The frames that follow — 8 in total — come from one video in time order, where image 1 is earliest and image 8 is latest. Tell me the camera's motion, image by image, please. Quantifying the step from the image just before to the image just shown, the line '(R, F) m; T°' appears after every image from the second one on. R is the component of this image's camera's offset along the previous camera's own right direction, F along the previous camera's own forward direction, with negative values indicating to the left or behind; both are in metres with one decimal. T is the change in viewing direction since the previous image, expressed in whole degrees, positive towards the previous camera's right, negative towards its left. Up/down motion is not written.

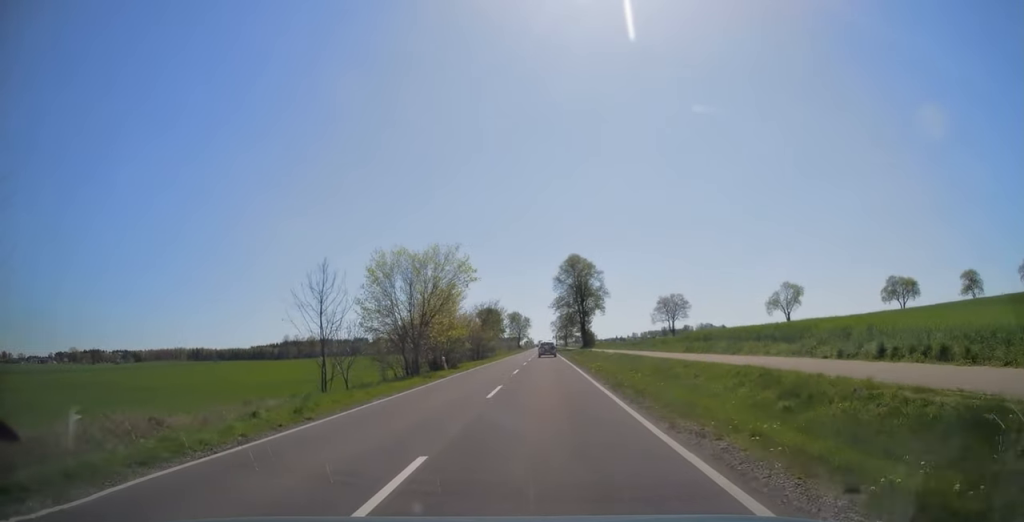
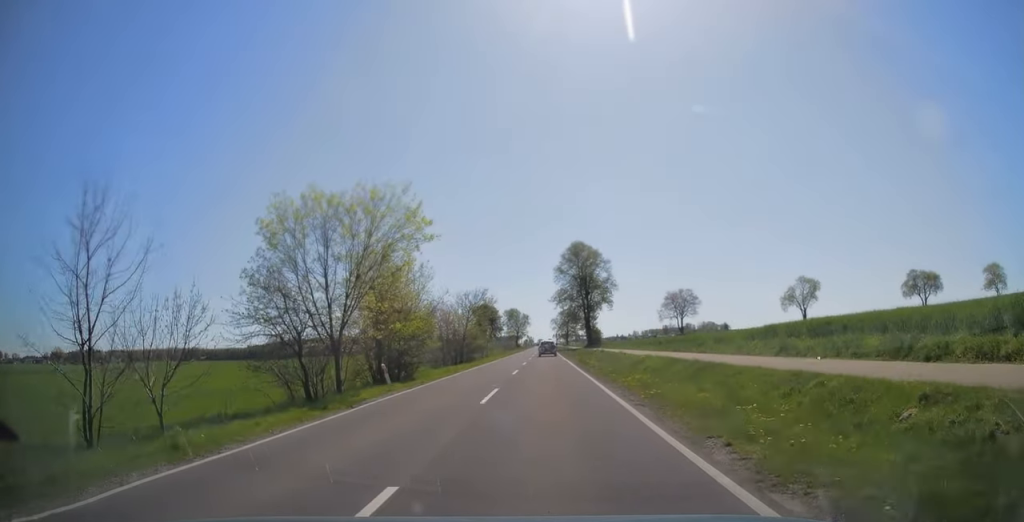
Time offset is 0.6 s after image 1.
(0.0, +13.6) m; 0°
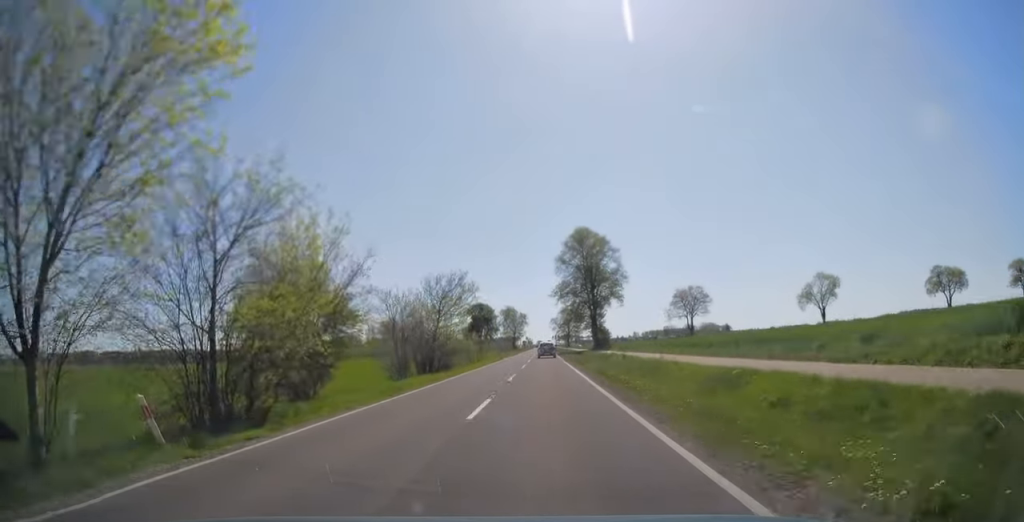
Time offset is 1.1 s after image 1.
(0.0, +14.4) m; 0°
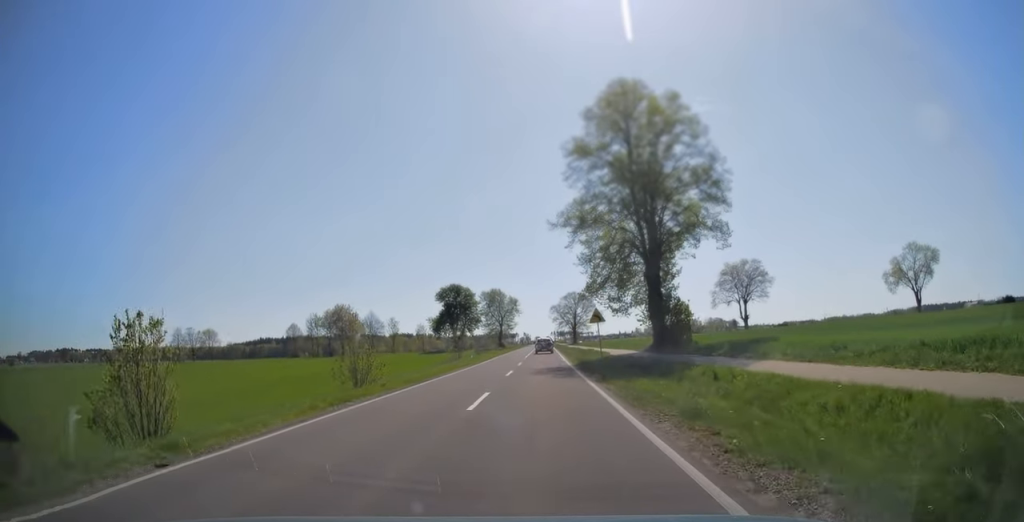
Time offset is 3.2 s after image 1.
(+0.5, +50.9) m; 0°
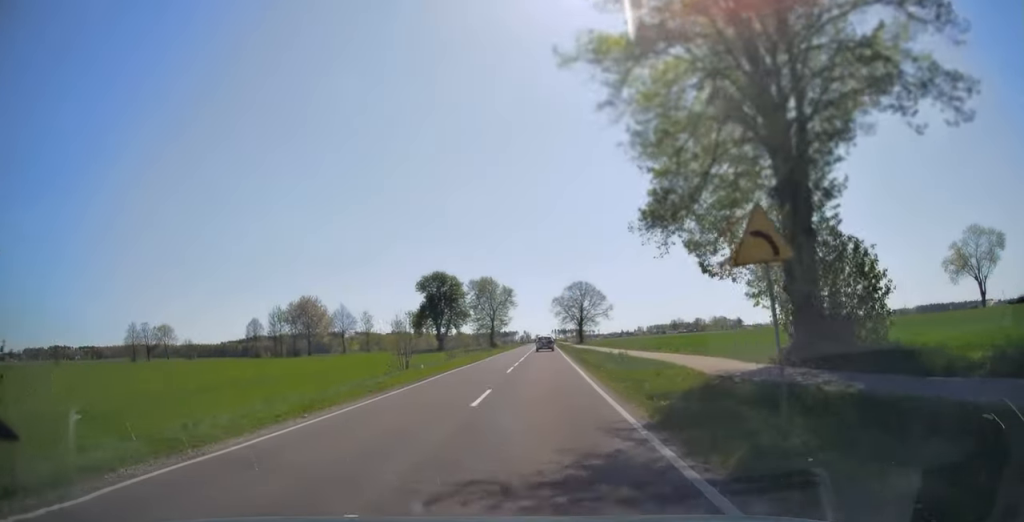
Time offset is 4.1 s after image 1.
(-0.1, +23.0) m; 0°
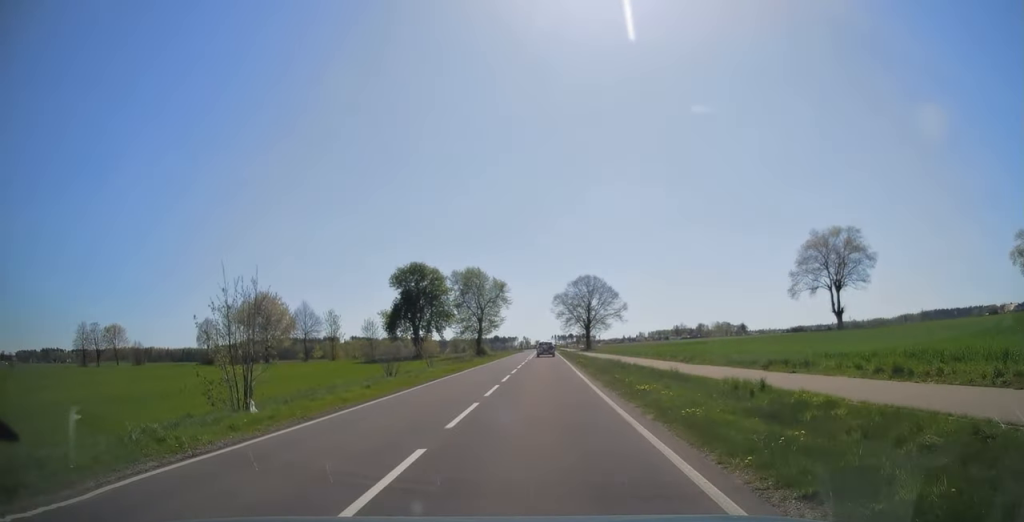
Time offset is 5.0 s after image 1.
(0.0, +20.8) m; 0°
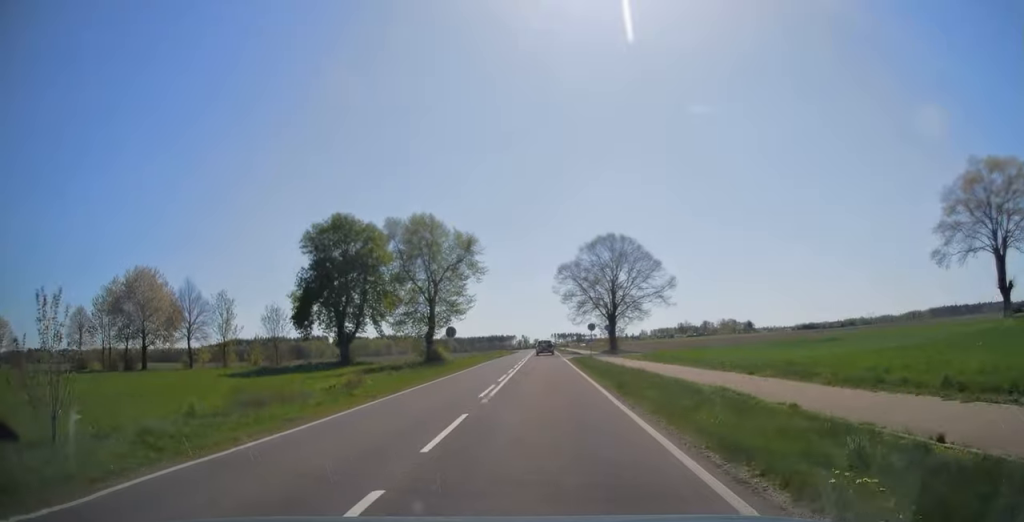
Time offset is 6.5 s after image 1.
(-0.2, +37.8) m; 0°
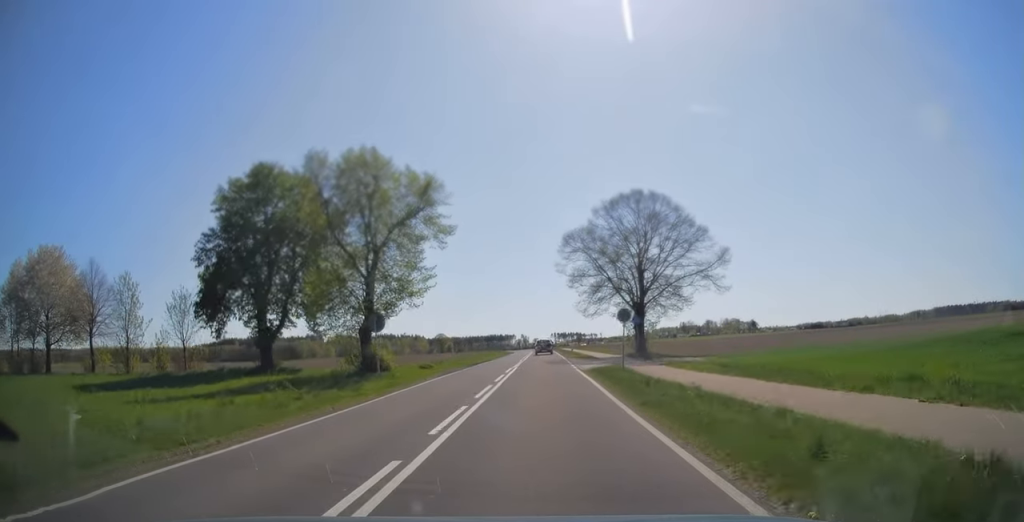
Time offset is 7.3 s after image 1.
(+0.1, +18.6) m; 0°
